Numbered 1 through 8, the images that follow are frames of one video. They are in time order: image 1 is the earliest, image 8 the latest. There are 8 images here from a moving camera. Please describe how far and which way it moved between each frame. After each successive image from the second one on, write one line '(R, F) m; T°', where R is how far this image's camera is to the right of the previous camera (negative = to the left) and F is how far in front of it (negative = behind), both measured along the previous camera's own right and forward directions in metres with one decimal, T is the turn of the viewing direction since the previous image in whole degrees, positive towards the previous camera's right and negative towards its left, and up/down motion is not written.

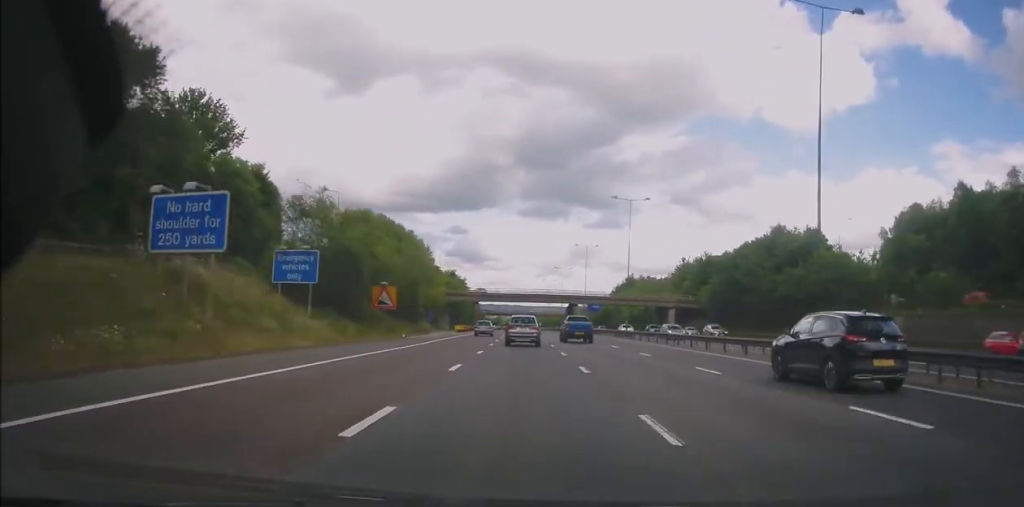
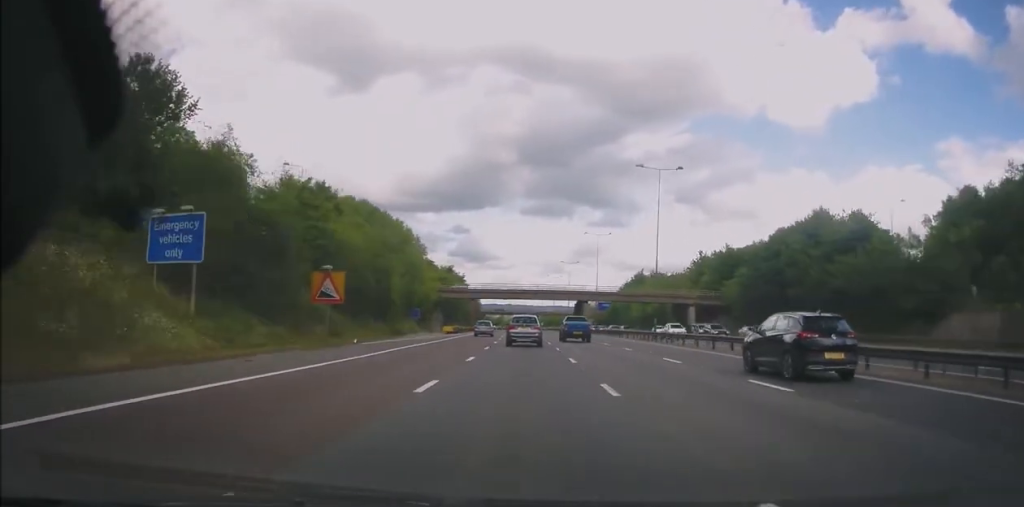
(0.0, +13.8) m; 0°
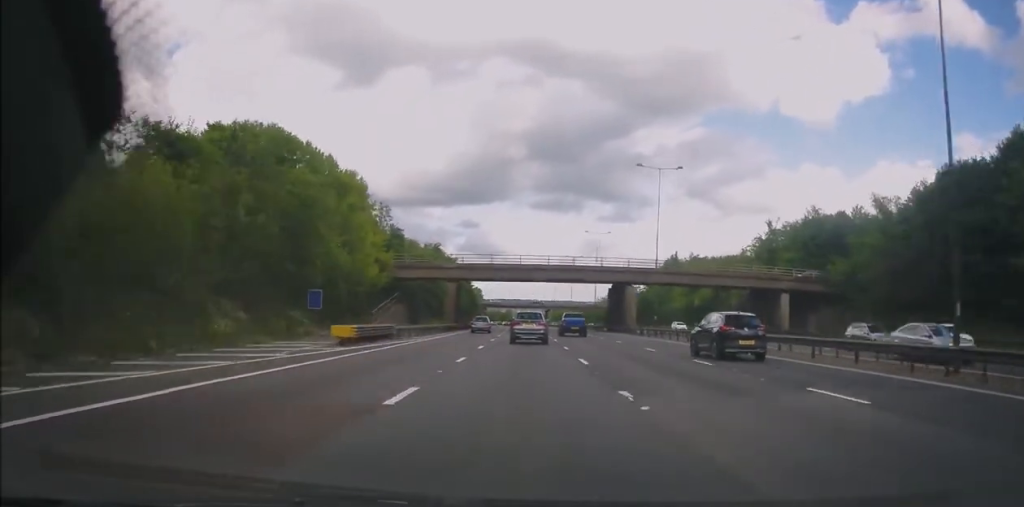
(-0.2, +39.2) m; -1°
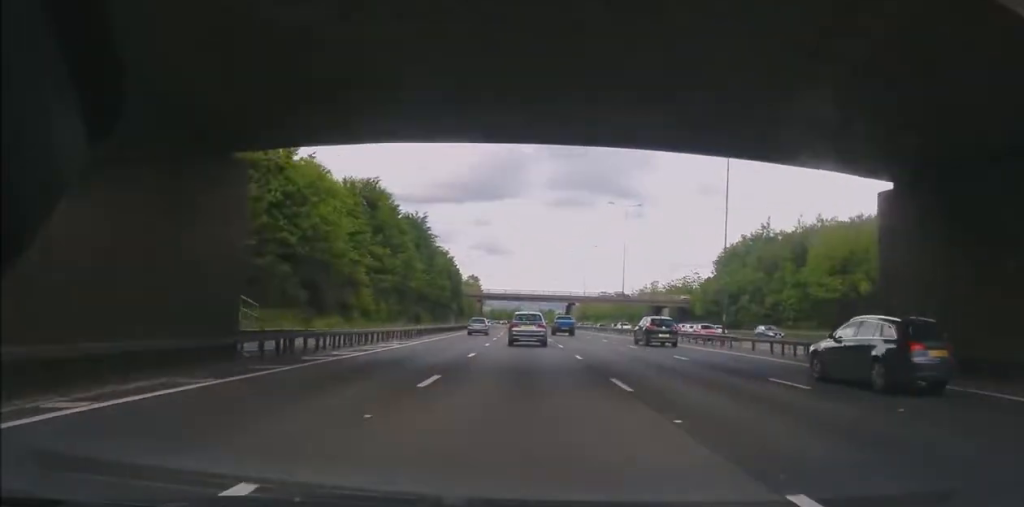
(-1.0, +59.5) m; -1°
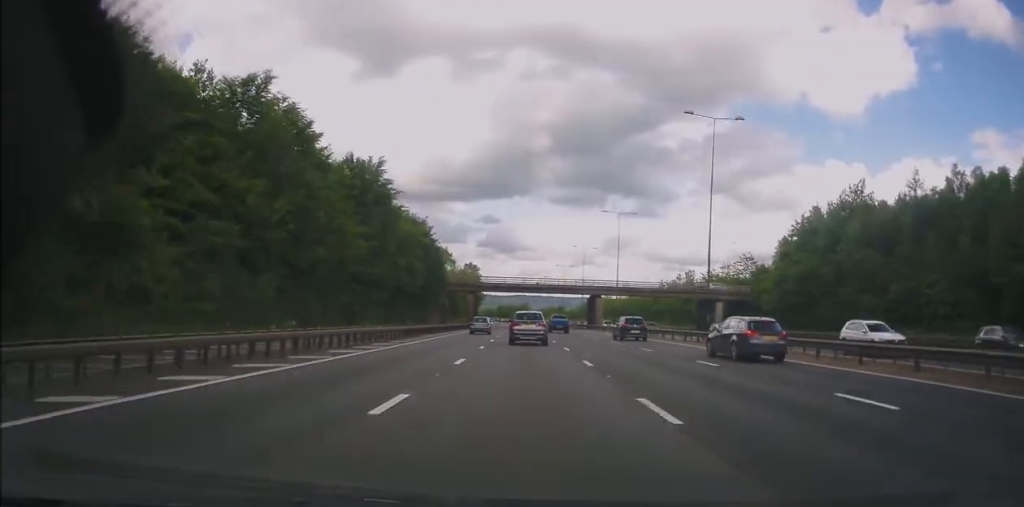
(+0.2, +31.9) m; -1°
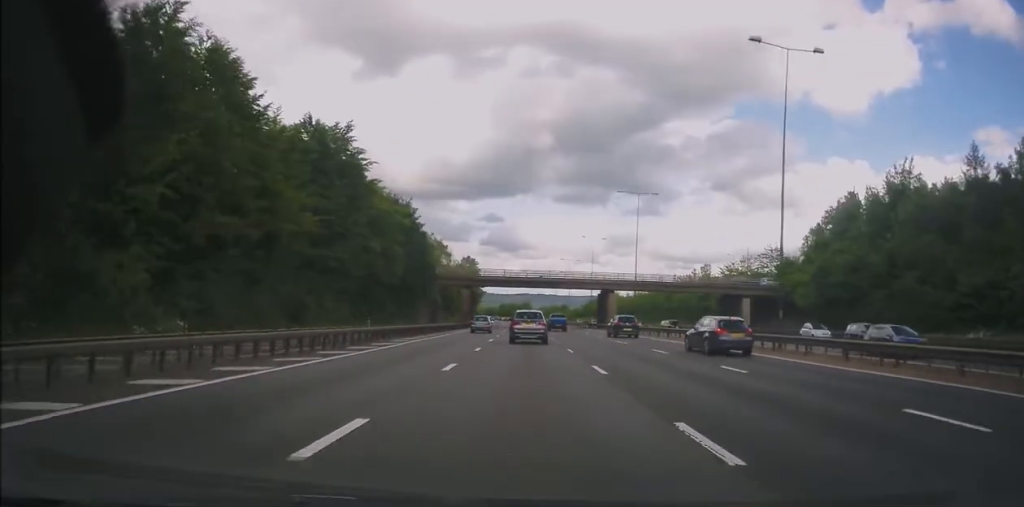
(-0.2, +11.7) m; -1°
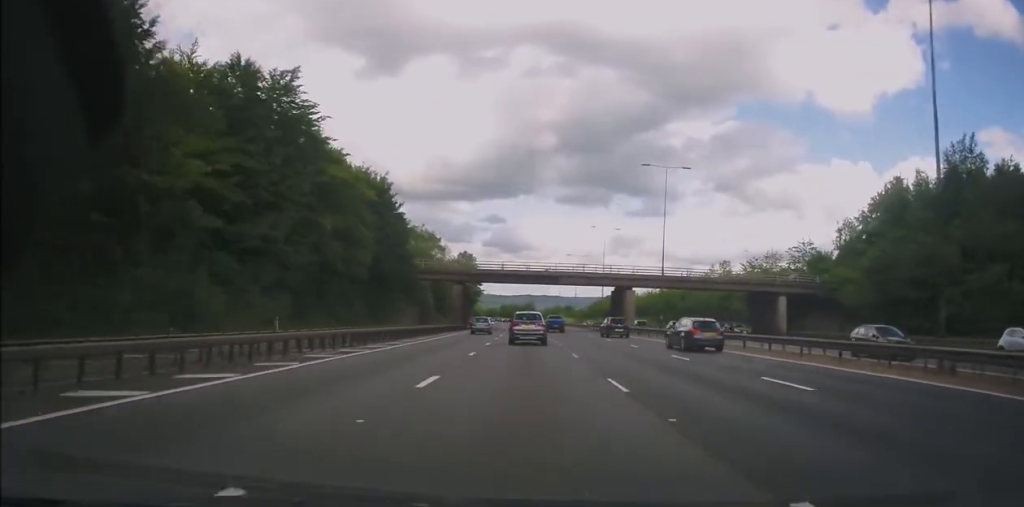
(-0.1, +12.5) m; 0°
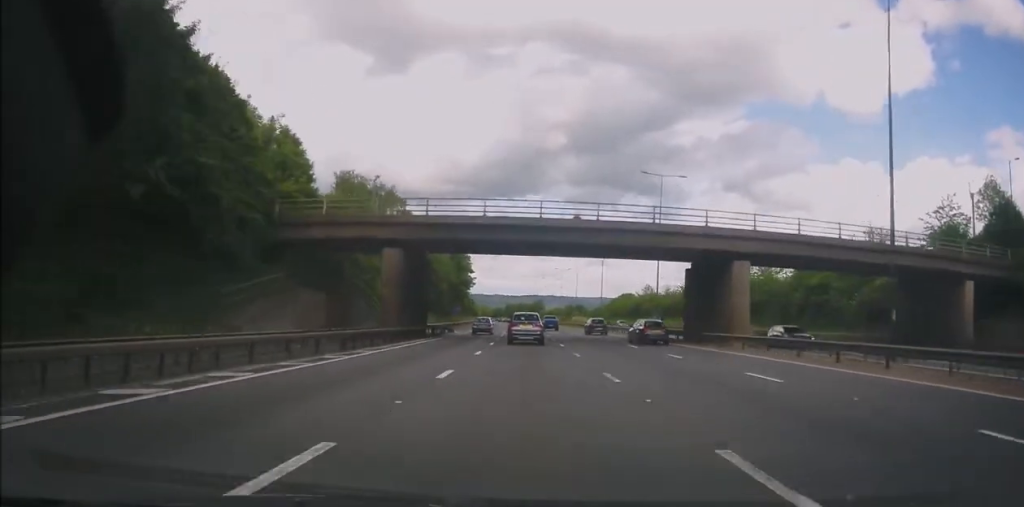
(-0.1, +35.2) m; -1°
